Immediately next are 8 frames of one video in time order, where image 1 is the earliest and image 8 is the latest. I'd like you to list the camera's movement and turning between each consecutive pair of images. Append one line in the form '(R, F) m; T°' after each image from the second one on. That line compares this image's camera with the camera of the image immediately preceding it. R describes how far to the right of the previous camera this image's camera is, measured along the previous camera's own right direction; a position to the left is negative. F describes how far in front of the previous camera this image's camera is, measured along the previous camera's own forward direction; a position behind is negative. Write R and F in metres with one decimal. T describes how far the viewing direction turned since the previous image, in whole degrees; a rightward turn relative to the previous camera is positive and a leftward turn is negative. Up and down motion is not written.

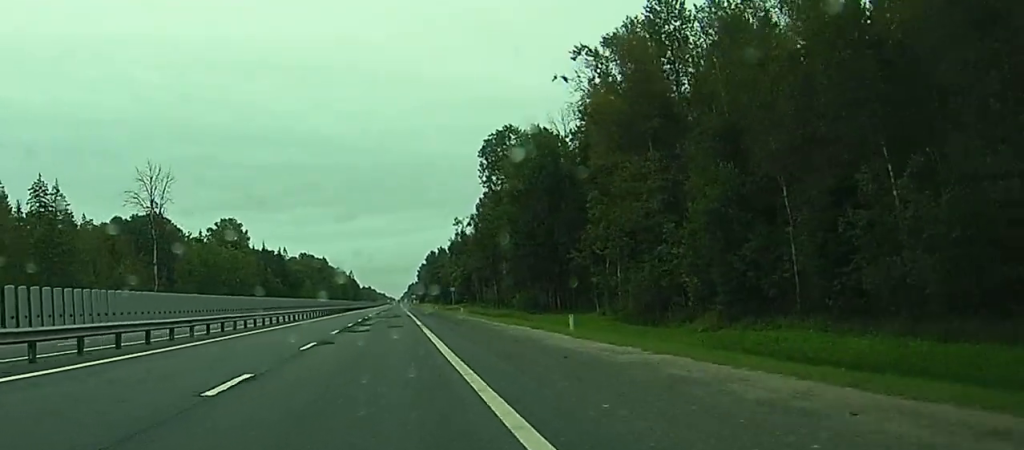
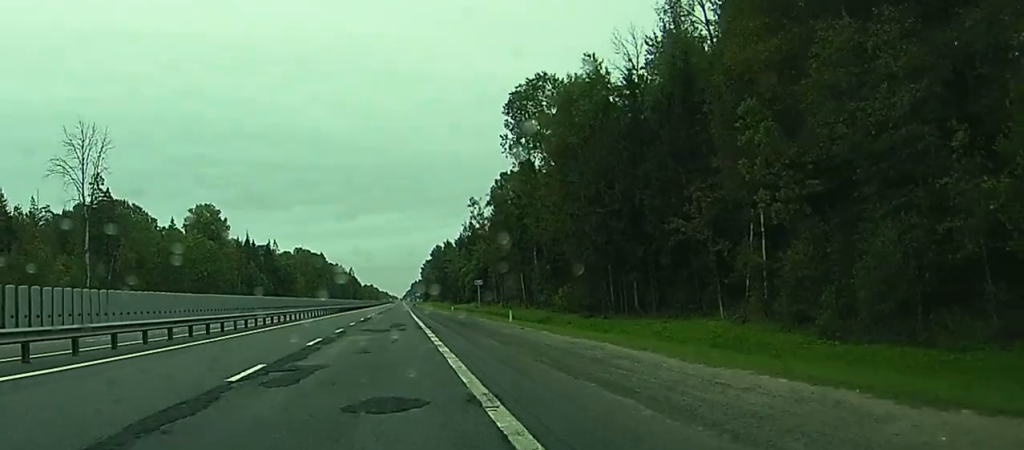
(0.0, +32.6) m; 0°
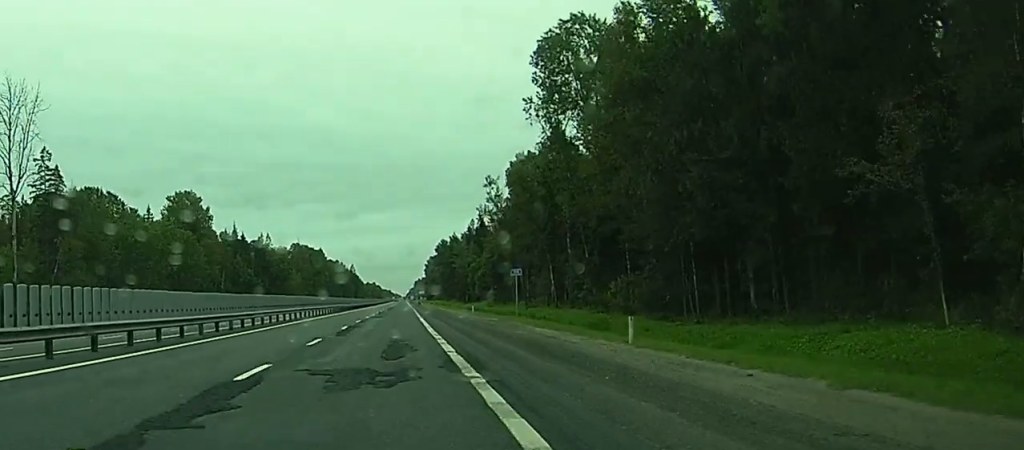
(-0.1, +22.7) m; 0°
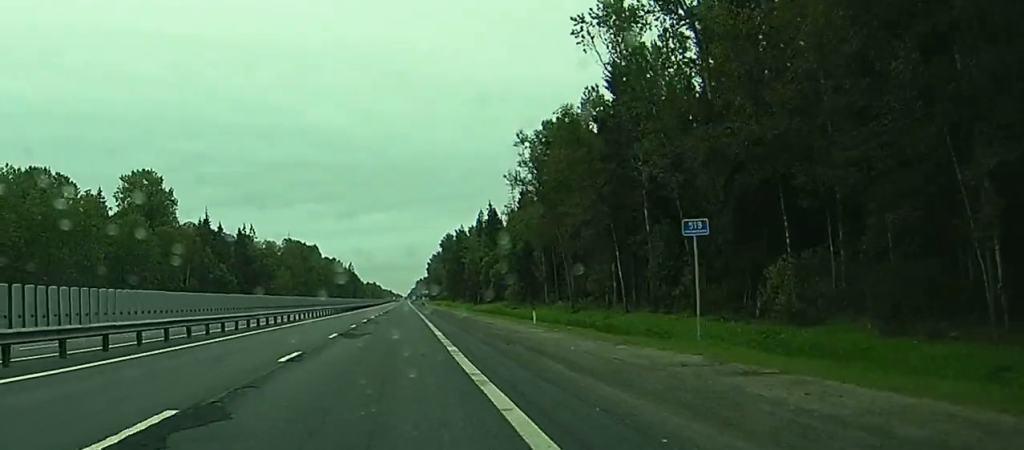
(0.0, +32.2) m; 0°
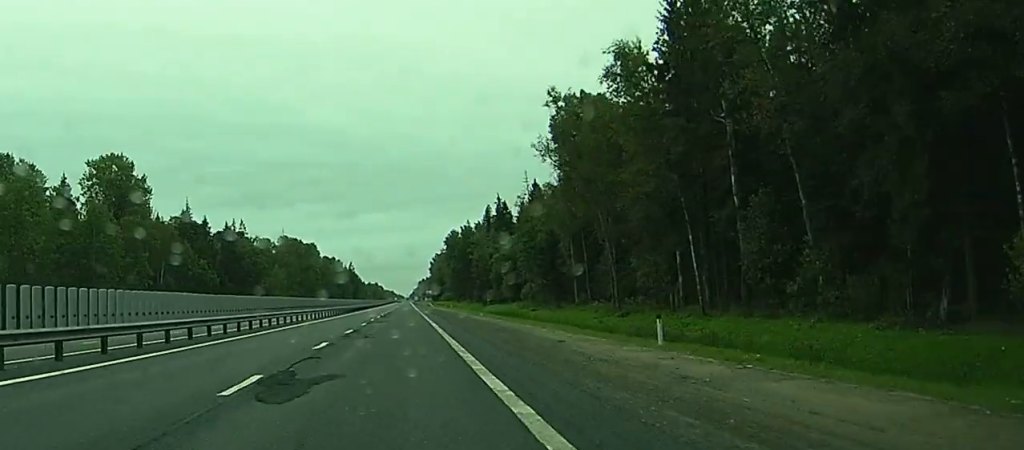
(0.0, +18.4) m; 0°
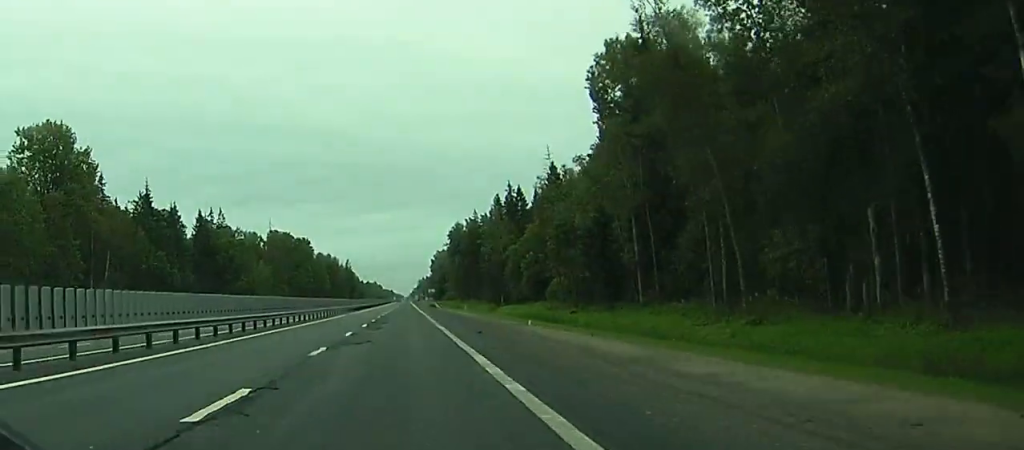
(0.0, +26.5) m; 0°
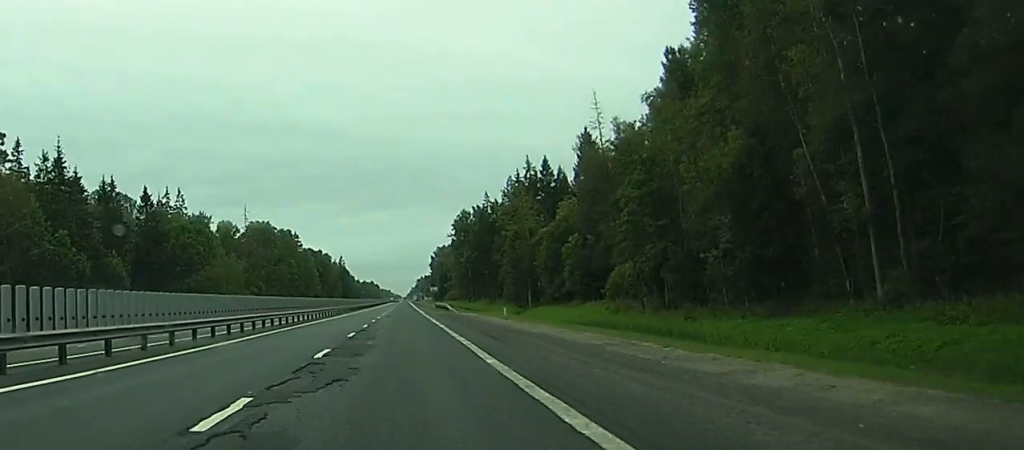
(+0.7, +36.8) m; 0°
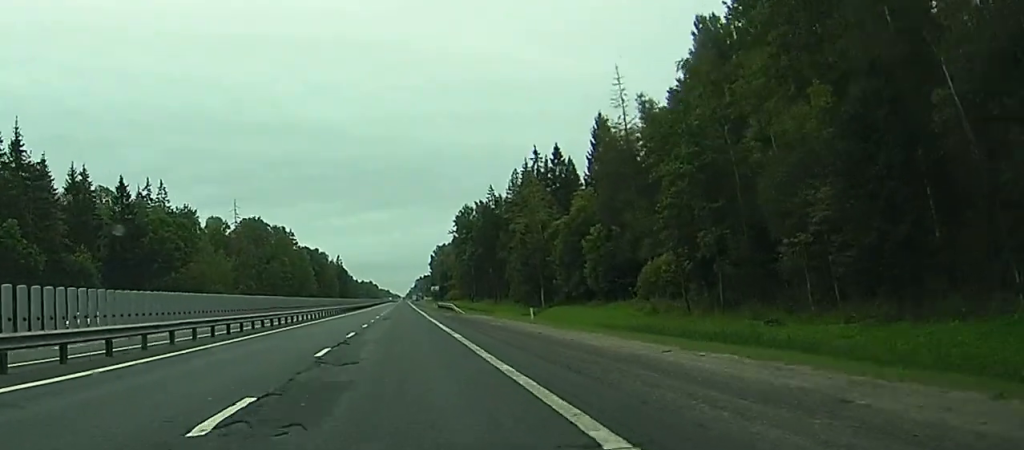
(+0.3, +11.9) m; -1°
